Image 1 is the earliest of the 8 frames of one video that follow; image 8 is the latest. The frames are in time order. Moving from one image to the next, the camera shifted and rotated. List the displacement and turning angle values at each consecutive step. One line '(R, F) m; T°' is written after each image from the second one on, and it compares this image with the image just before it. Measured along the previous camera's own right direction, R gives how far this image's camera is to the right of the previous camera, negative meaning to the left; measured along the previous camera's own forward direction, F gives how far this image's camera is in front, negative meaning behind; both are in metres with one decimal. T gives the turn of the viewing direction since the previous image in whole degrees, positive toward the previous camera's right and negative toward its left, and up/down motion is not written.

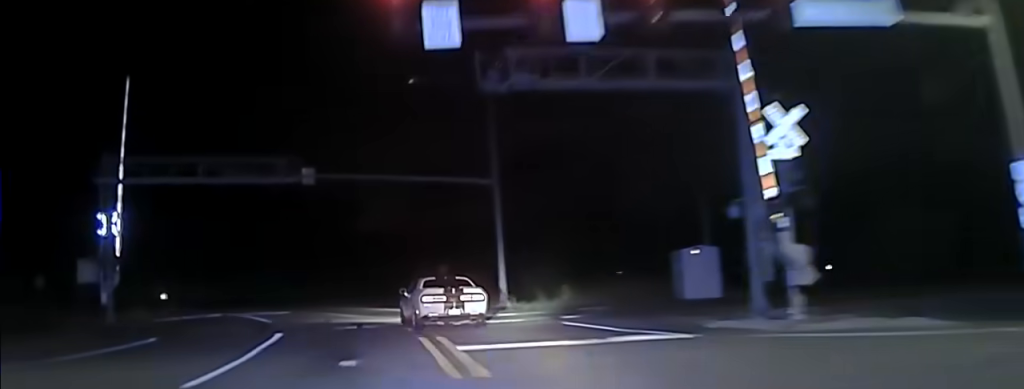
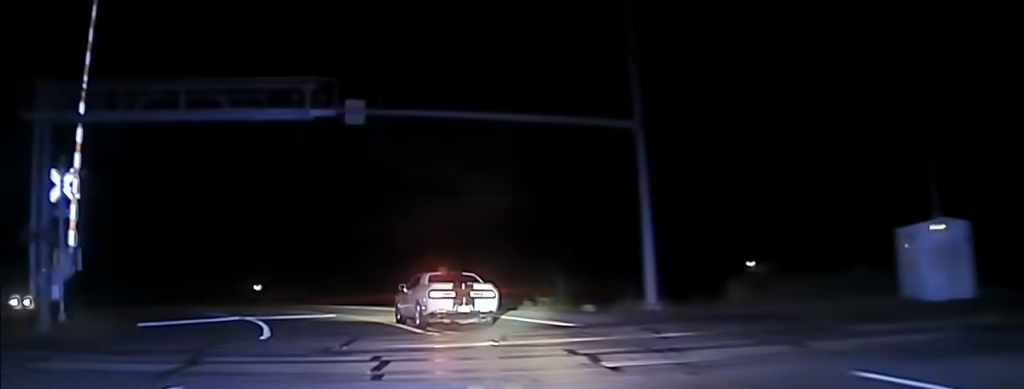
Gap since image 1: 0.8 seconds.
(+0.2, +15.8) m; -5°
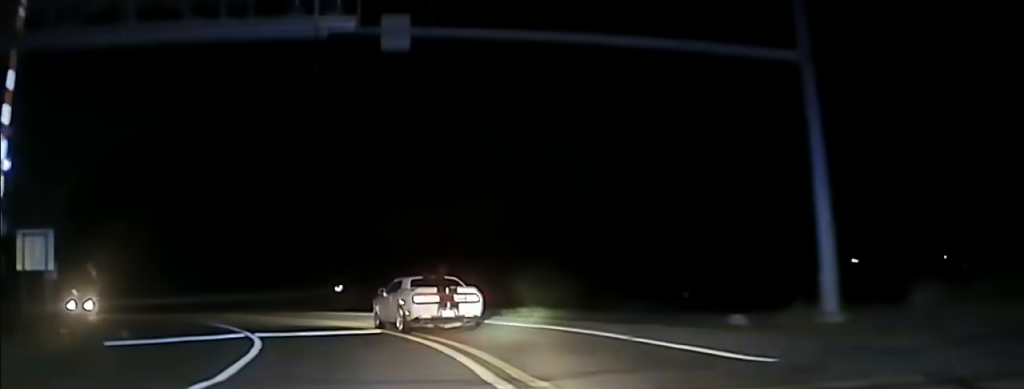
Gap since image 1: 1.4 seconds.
(-1.1, +10.7) m; -7°
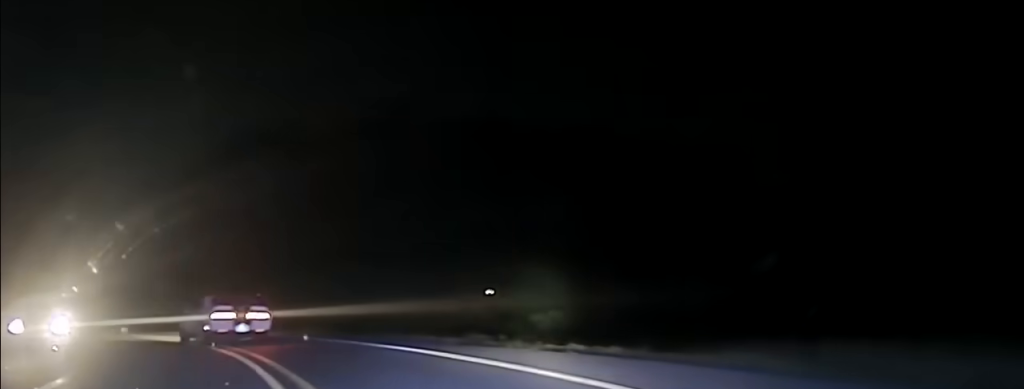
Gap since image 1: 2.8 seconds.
(-3.1, +23.9) m; -20°
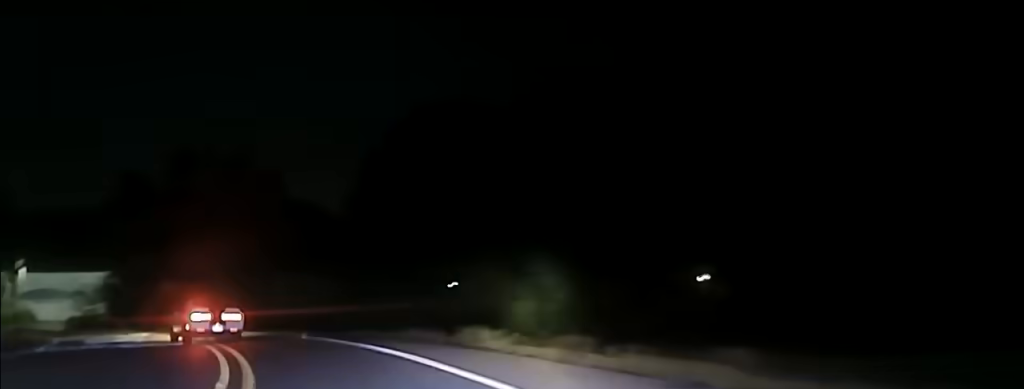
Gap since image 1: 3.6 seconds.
(-2.0, +12.1) m; -15°
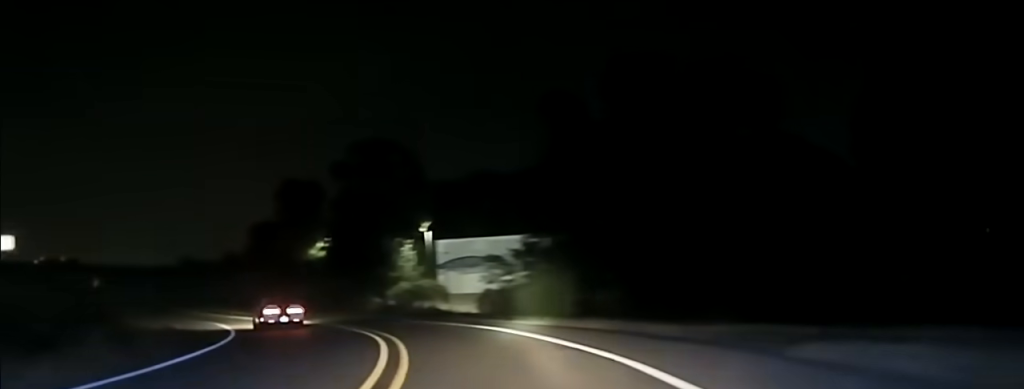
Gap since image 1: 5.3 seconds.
(-8.4, +27.4) m; -30°
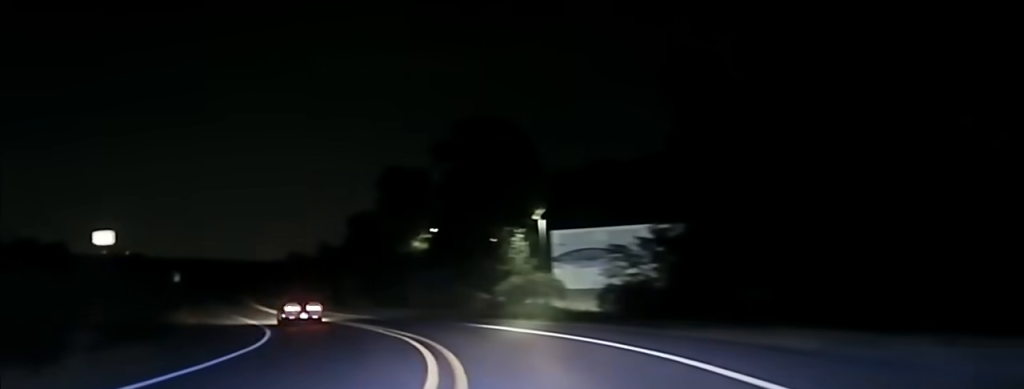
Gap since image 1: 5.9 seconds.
(-0.5, +10.0) m; -6°
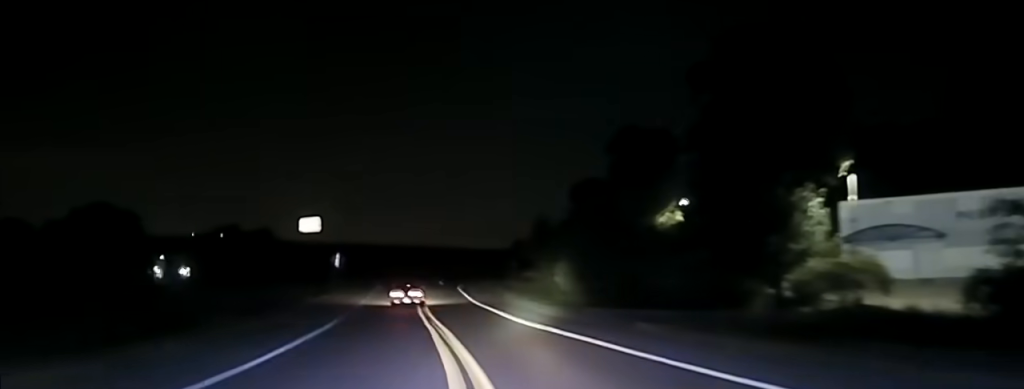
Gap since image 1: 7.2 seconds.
(-1.6, +34.4) m; -4°
